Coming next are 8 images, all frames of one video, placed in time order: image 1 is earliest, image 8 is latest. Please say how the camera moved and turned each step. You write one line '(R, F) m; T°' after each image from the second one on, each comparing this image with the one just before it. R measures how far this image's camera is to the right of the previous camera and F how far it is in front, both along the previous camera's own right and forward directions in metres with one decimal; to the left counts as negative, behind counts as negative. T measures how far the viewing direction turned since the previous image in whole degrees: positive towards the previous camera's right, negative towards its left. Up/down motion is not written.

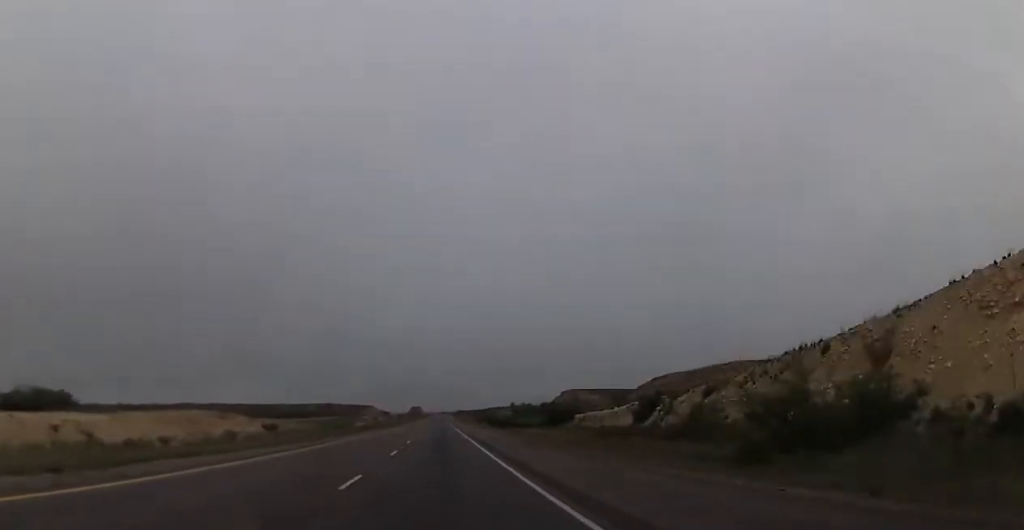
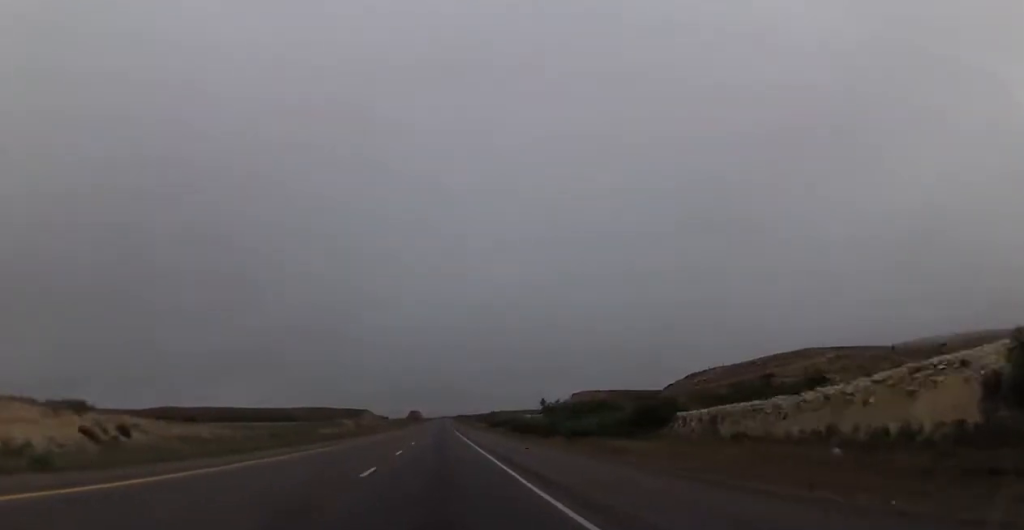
(0.0, +33.2) m; 0°
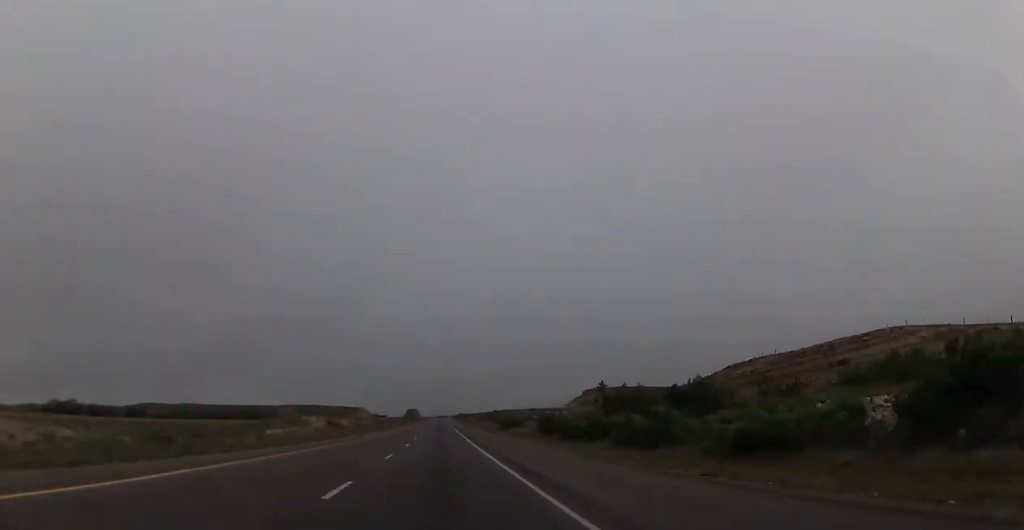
(+0.2, +29.4) m; 0°
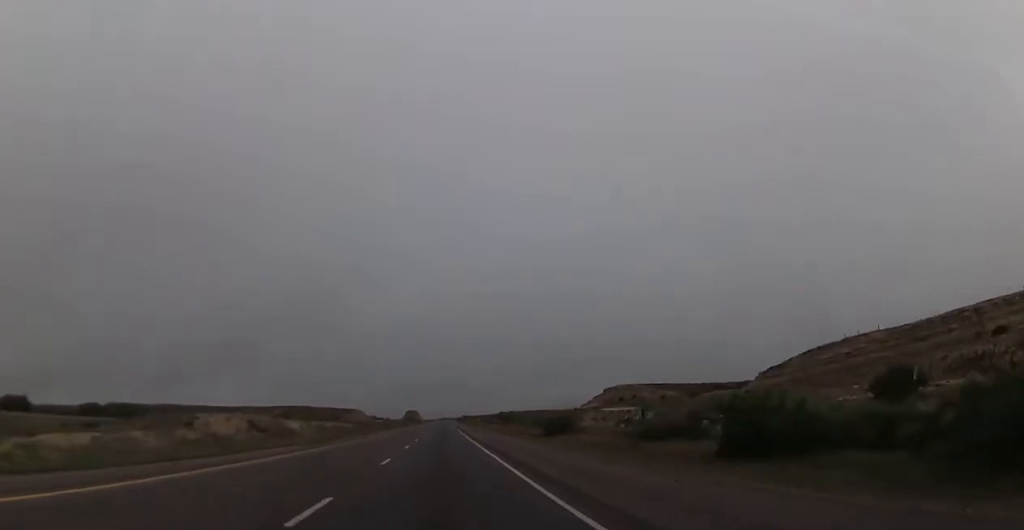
(-0.3, +39.5) m; 0°
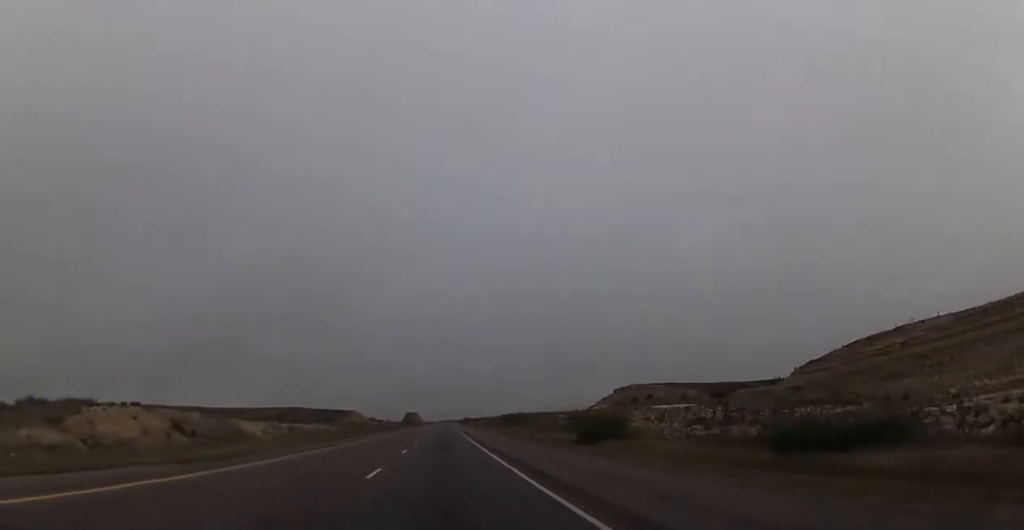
(+0.2, +16.6) m; 0°
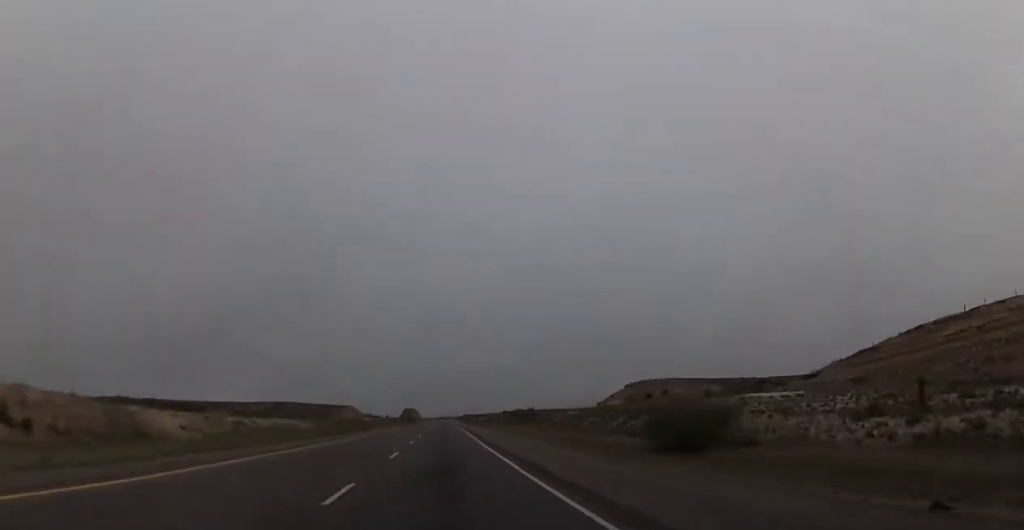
(+0.1, +17.8) m; 0°
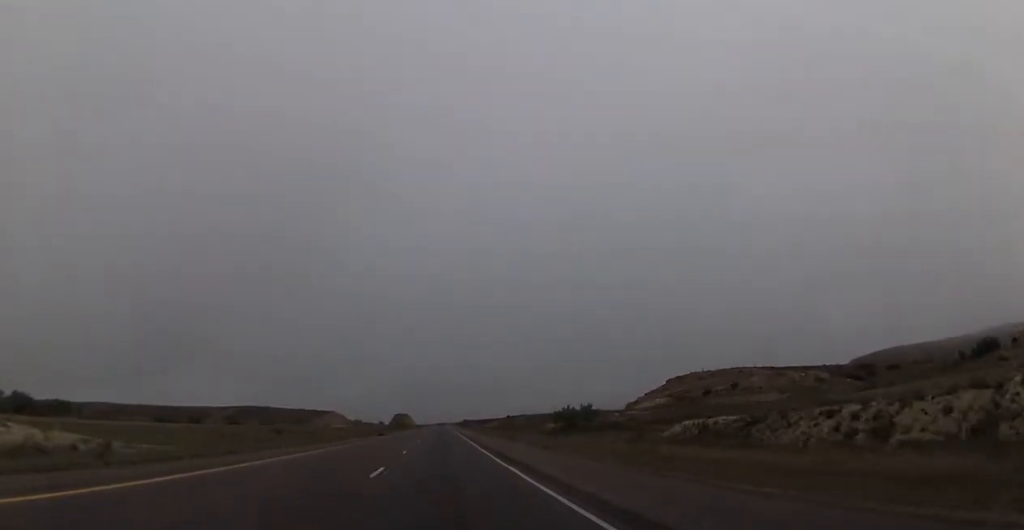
(-0.1, +54.4) m; 0°
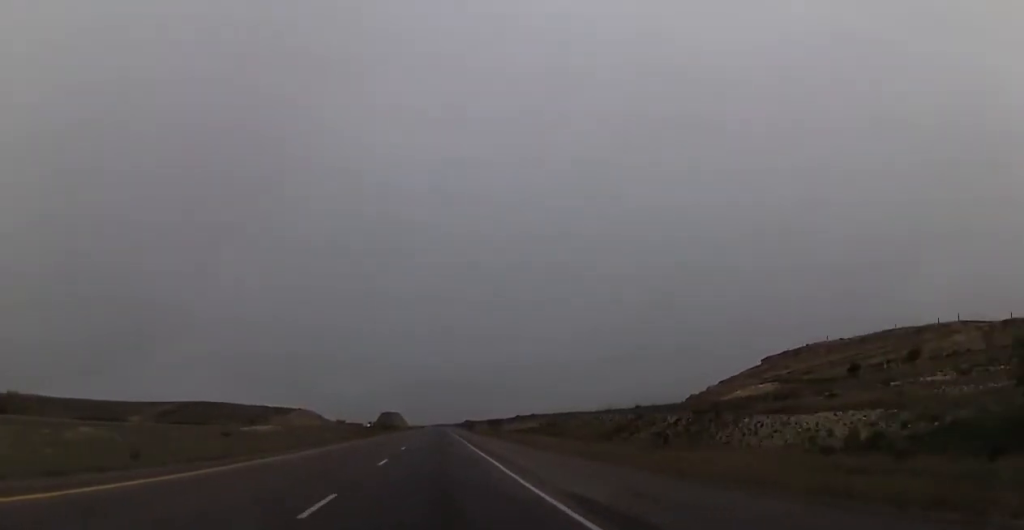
(-0.2, +68.3) m; 0°
